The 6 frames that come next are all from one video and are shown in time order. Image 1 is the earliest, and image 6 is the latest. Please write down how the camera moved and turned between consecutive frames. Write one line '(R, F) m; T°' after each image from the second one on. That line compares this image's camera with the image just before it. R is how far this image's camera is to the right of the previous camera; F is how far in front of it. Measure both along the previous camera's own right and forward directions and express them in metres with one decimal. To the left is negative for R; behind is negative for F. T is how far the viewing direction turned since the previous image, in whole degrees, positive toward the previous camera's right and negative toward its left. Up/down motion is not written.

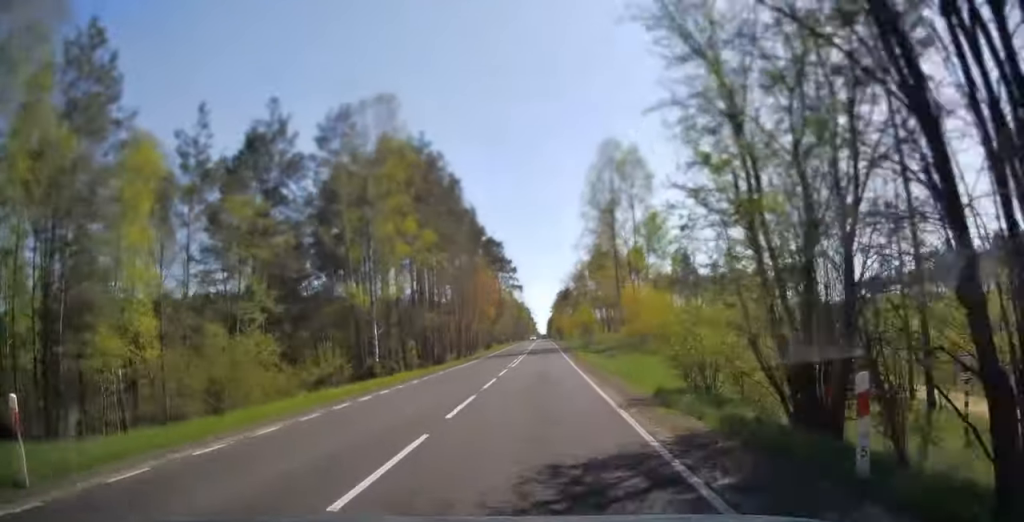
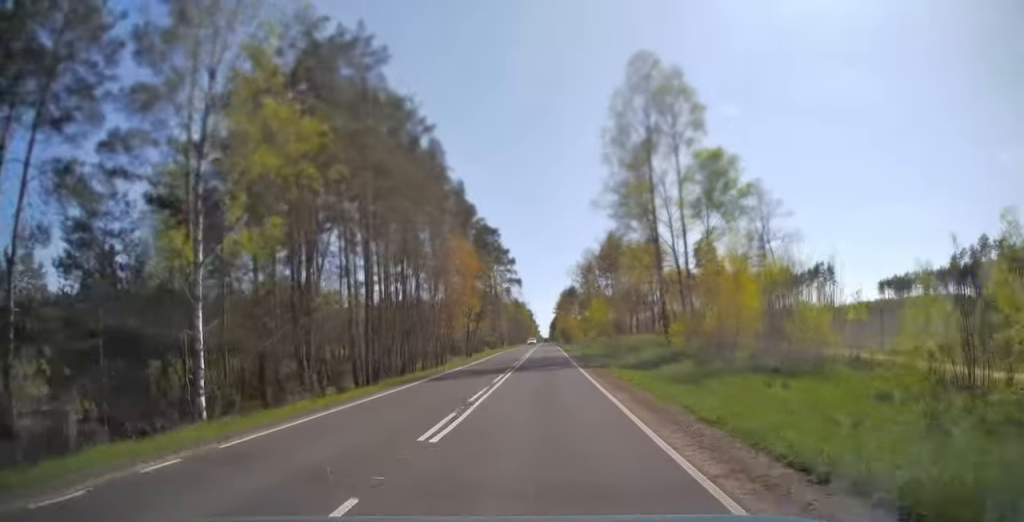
(0.0, +21.0) m; 0°
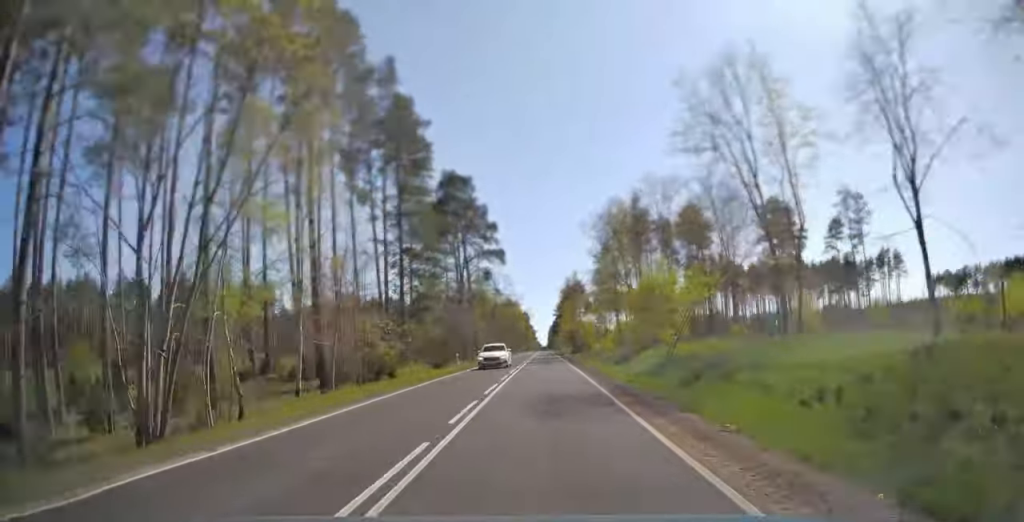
(-0.1, +44.3) m; 0°
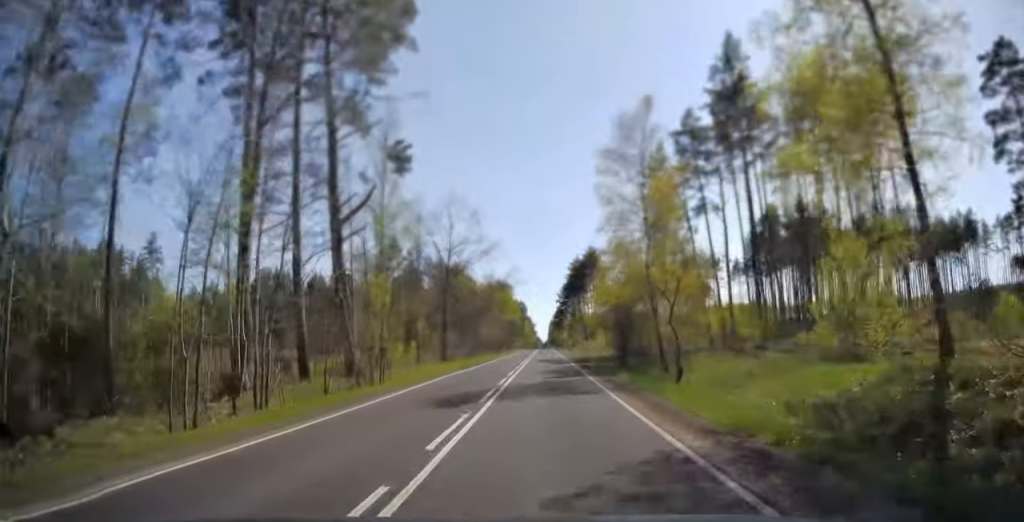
(+0.1, +55.7) m; 0°
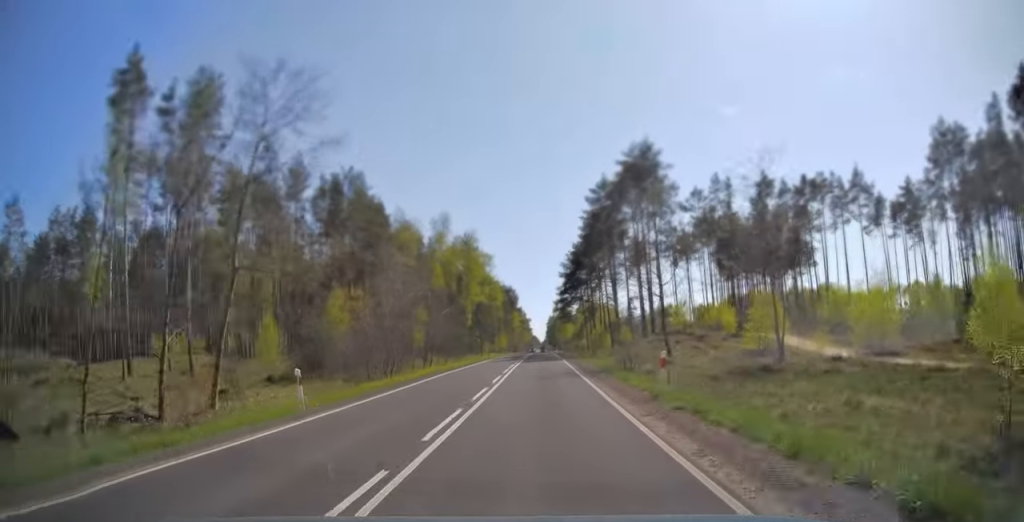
(+0.2, +70.2) m; 0°
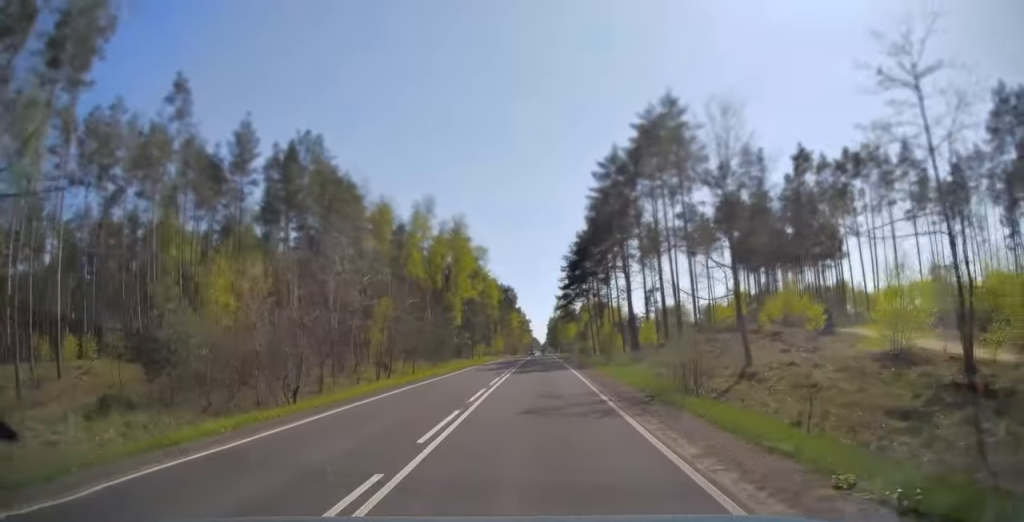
(0.0, +11.8) m; 0°
